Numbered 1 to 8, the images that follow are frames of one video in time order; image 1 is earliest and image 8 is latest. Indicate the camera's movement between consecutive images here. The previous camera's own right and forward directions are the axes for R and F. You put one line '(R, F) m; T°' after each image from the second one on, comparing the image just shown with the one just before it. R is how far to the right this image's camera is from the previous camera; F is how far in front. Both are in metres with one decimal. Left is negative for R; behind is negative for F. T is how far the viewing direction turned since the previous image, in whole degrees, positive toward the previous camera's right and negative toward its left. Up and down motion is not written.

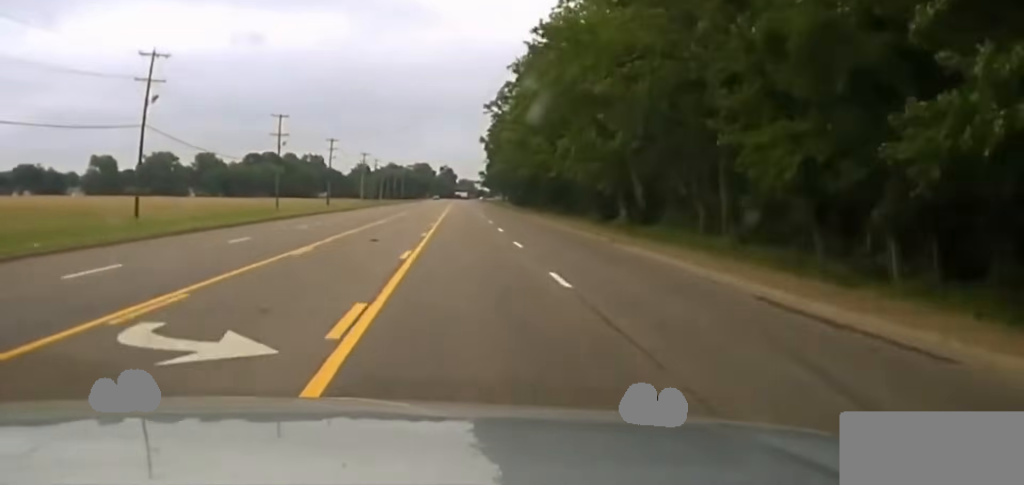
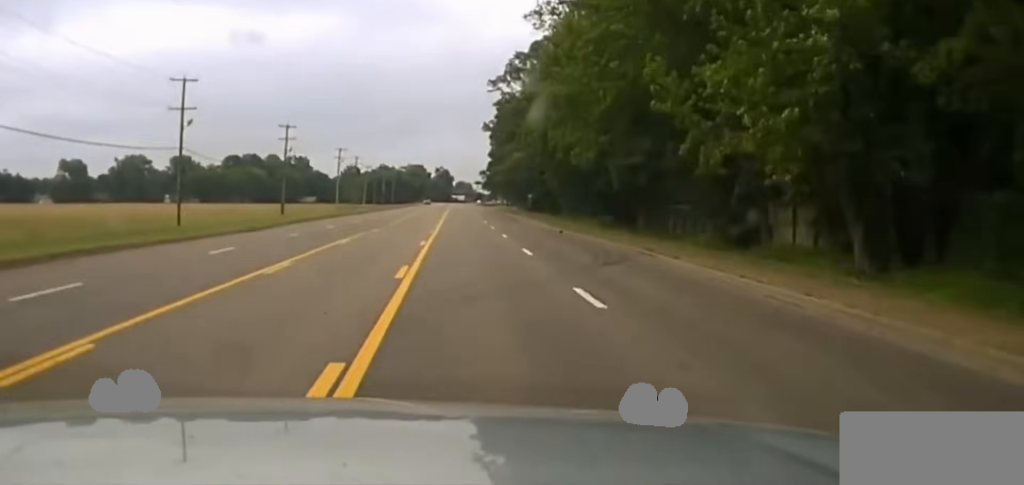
(0.0, +43.7) m; 0°
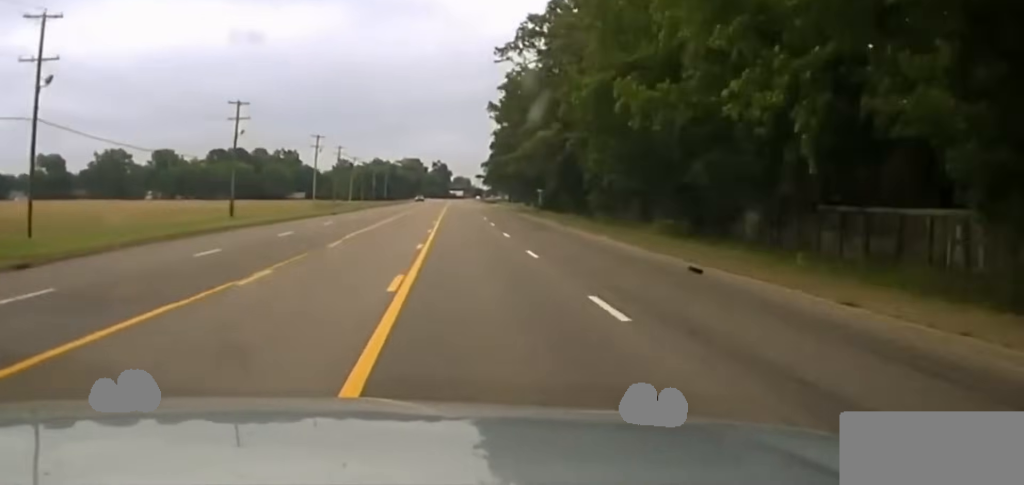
(+0.1, +29.9) m; 0°
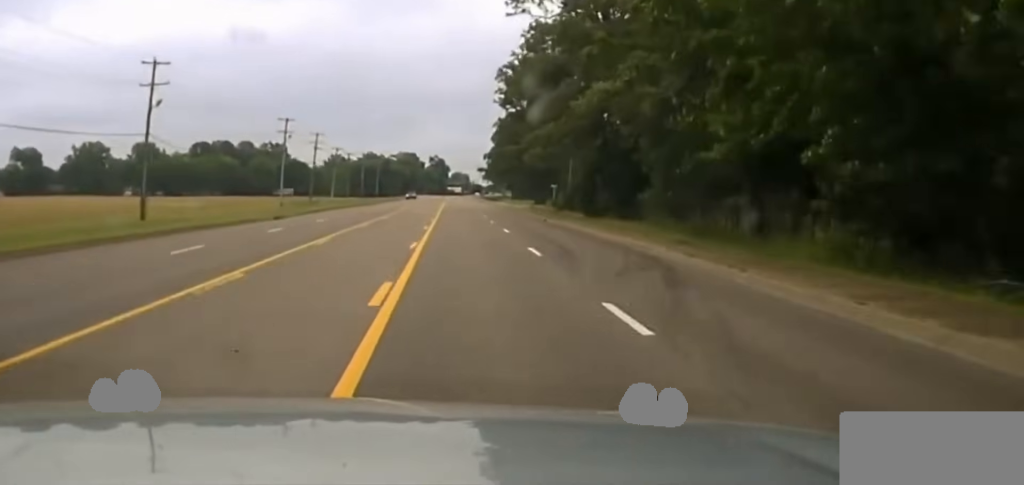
(-0.3, +30.6) m; 0°
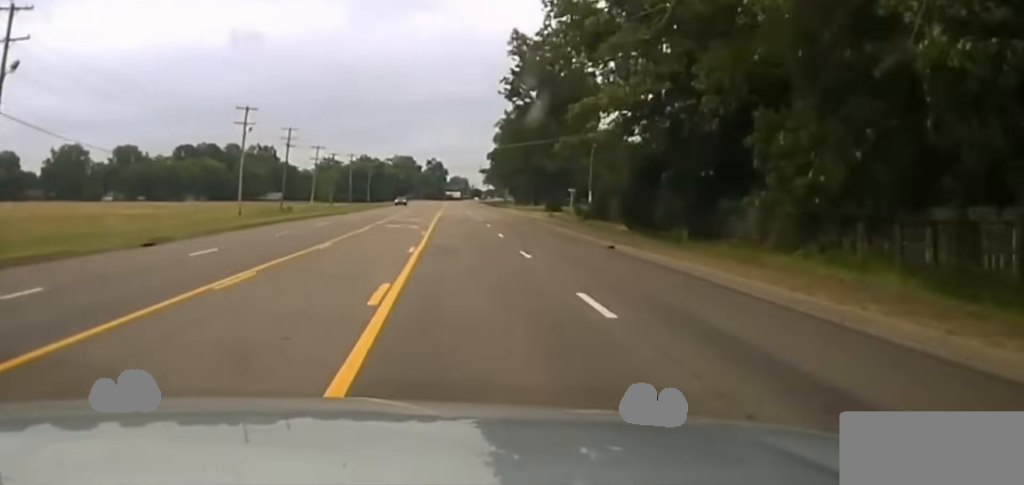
(-0.2, +26.4) m; 0°
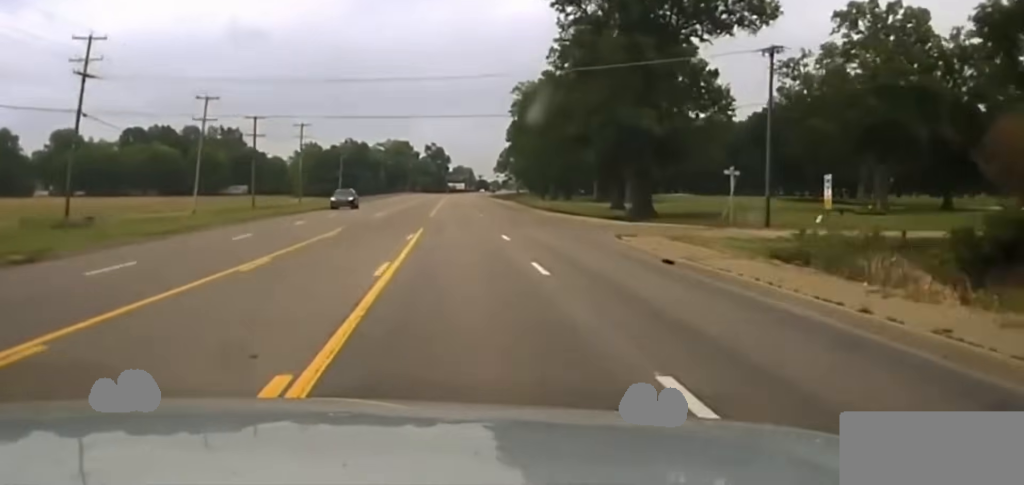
(+0.9, +63.5) m; +1°
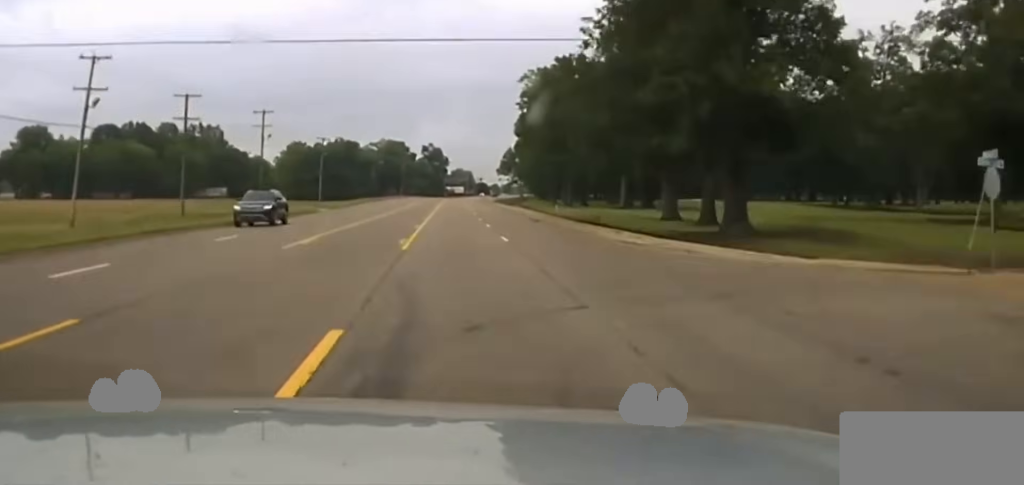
(-0.1, +21.8) m; 0°
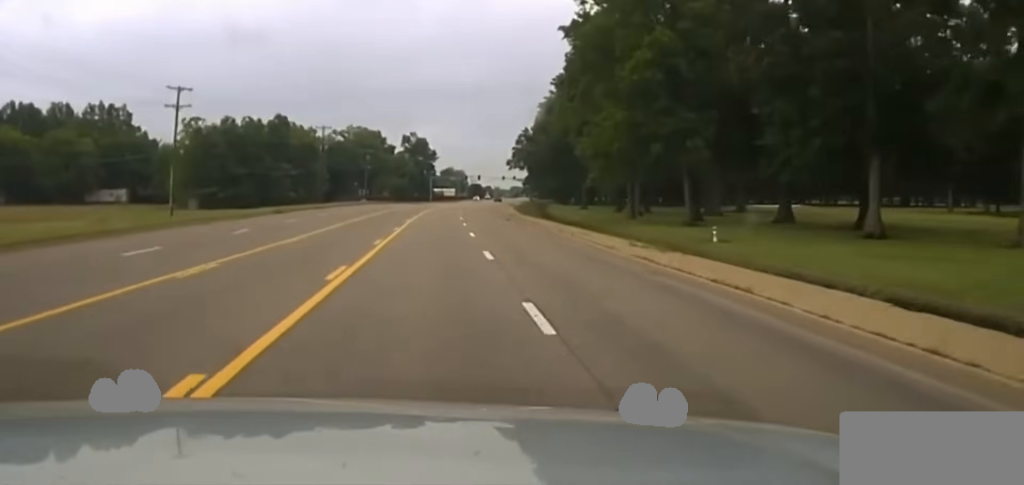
(+0.7, +63.3) m; +1°
